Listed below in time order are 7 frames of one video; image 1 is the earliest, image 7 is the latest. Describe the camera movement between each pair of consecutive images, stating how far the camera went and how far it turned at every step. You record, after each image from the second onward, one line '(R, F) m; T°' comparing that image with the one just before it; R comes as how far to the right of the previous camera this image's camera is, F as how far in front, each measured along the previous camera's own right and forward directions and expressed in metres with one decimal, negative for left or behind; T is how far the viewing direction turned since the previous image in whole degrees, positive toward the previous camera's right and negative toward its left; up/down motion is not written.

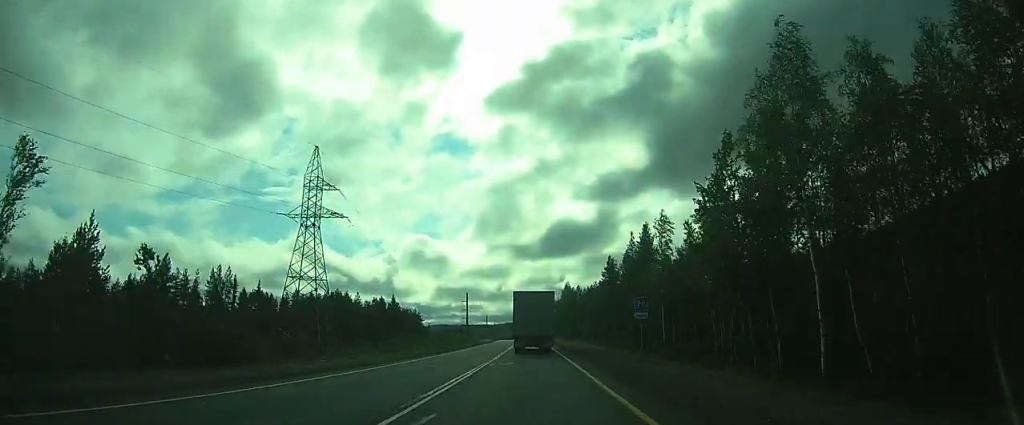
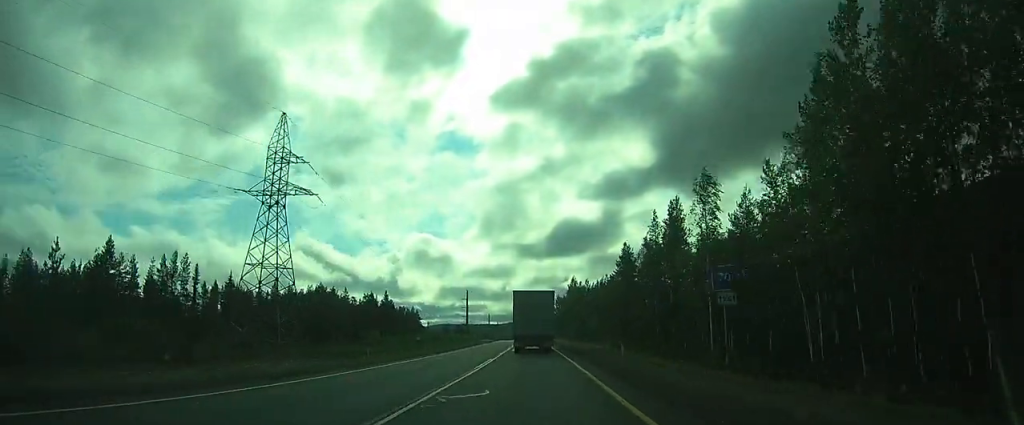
(0.0, +14.7) m; 0°
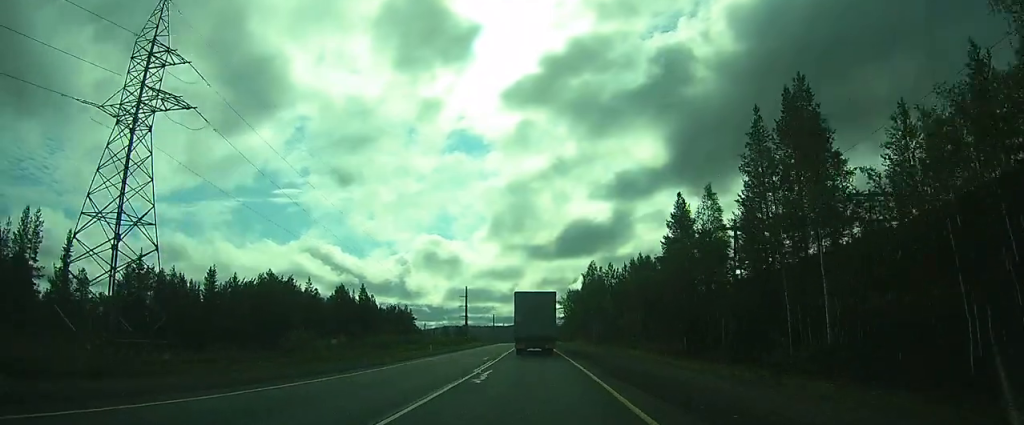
(-0.2, +31.9) m; -1°
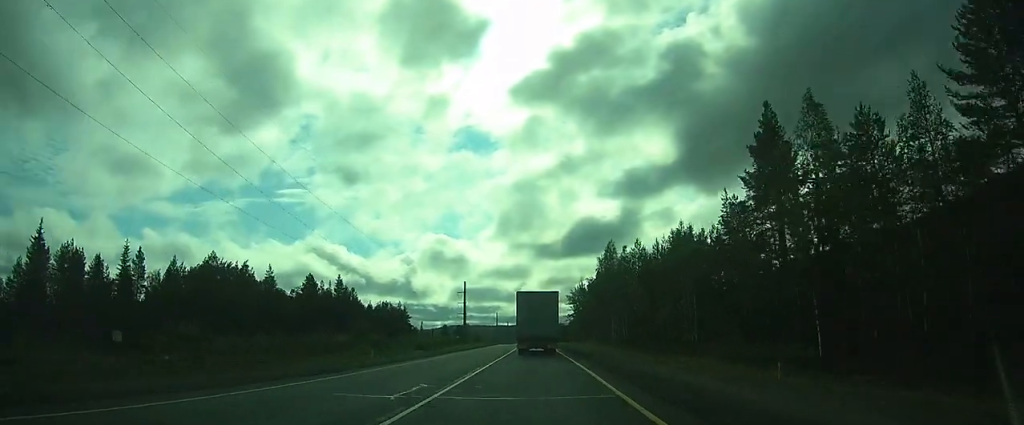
(-0.1, +22.9) m; -1°
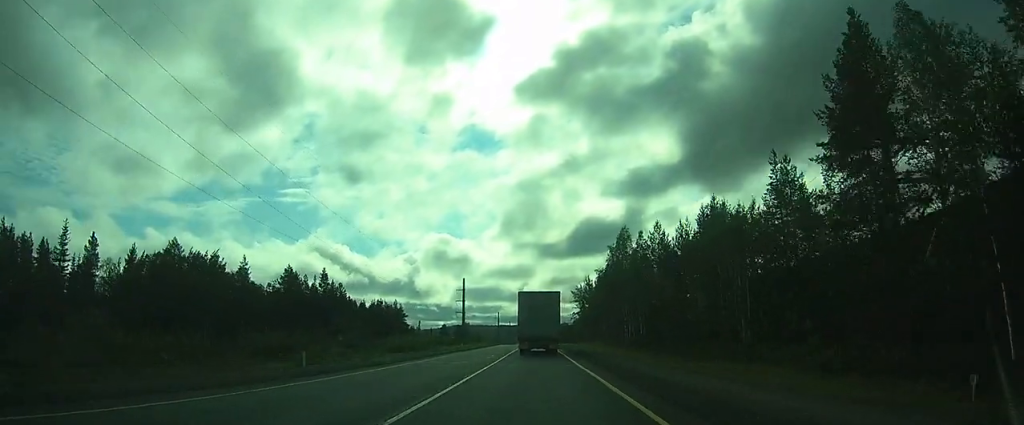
(-0.1, +11.5) m; 0°
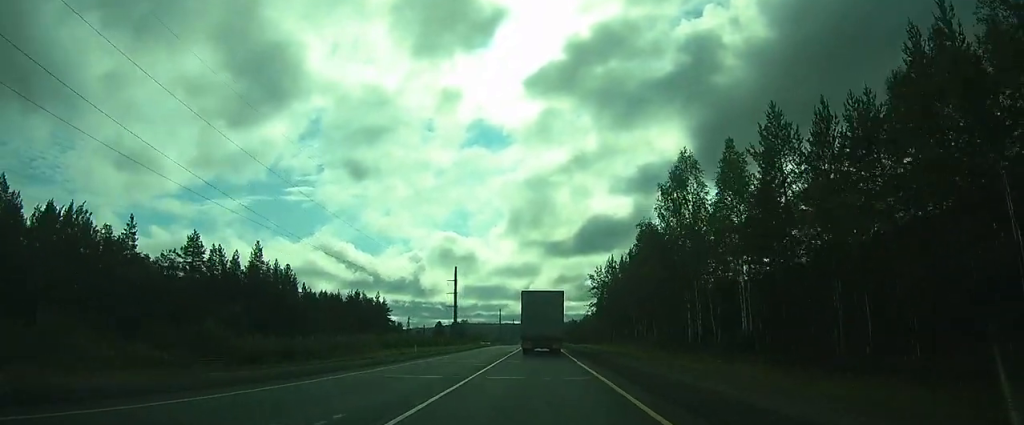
(-0.1, +33.0) m; -1°
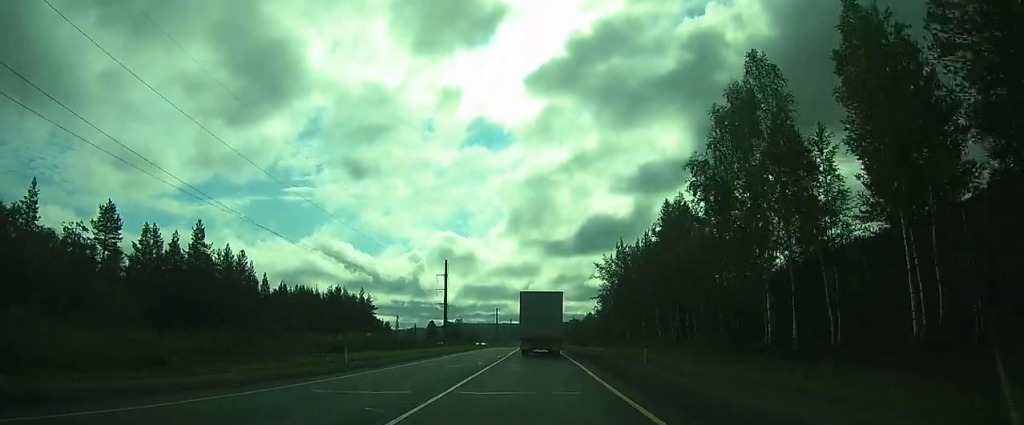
(-0.2, +17.2) m; -1°
